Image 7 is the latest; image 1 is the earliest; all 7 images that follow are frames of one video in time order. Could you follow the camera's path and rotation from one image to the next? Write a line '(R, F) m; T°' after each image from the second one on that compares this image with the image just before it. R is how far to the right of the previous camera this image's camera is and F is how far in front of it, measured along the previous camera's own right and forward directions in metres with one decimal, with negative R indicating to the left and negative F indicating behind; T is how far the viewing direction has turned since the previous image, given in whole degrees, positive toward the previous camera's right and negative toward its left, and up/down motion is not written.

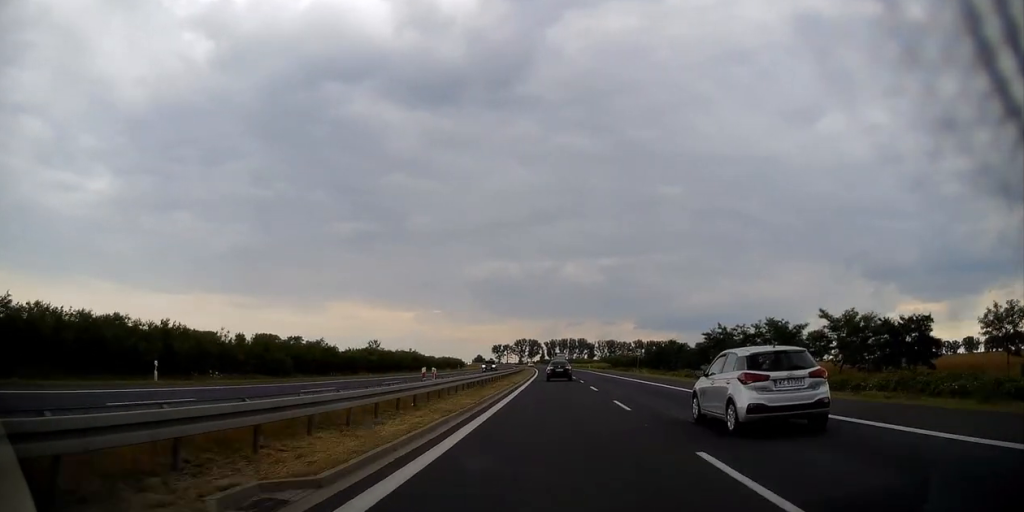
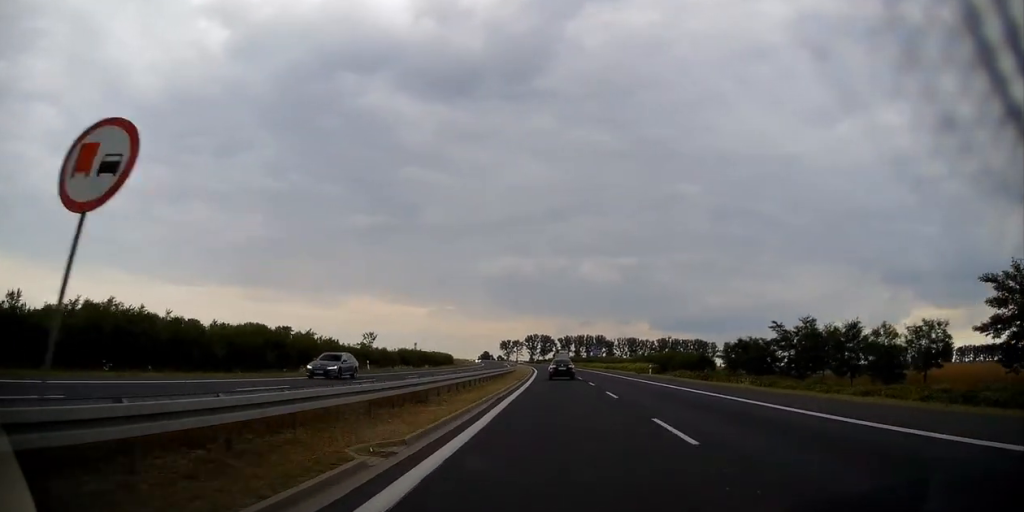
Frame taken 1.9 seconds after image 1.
(-0.4, +66.6) m; -1°
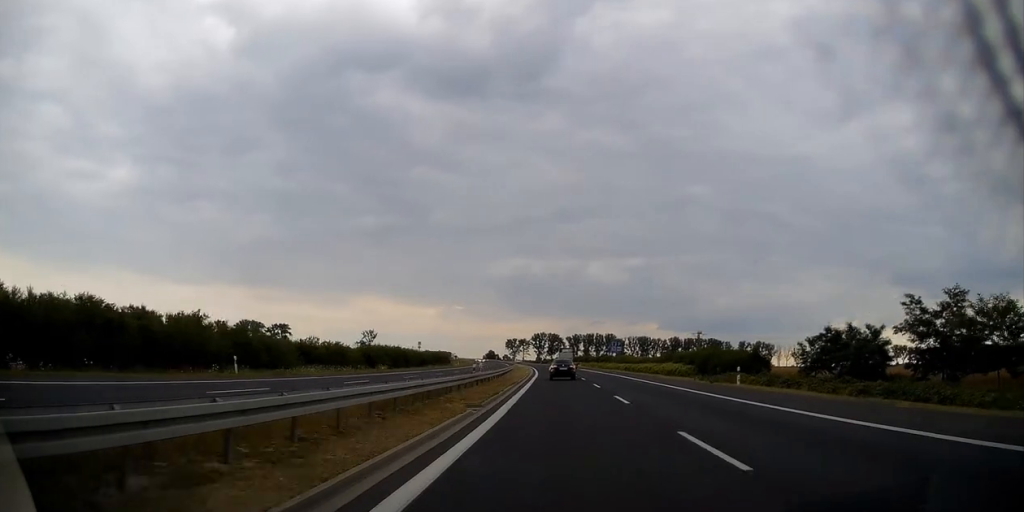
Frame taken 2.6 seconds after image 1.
(-0.1, +26.2) m; 0°
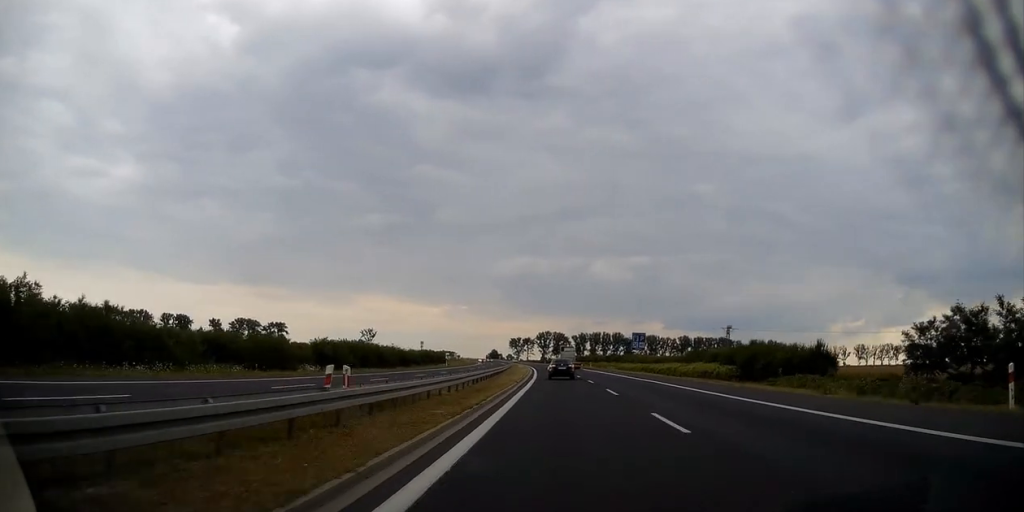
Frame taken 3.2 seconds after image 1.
(+0.2, +20.2) m; 0°
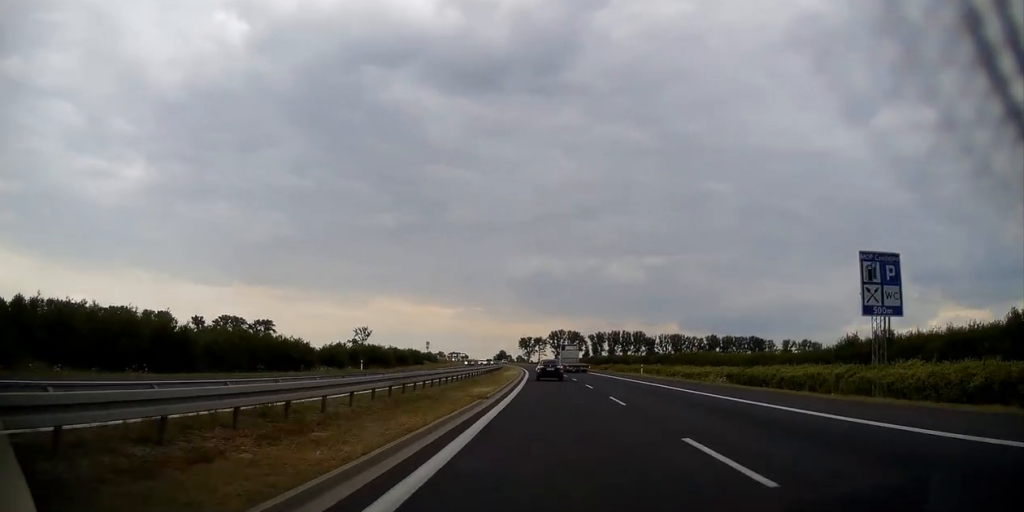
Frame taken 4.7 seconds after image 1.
(-1.2, +56.0) m; -2°
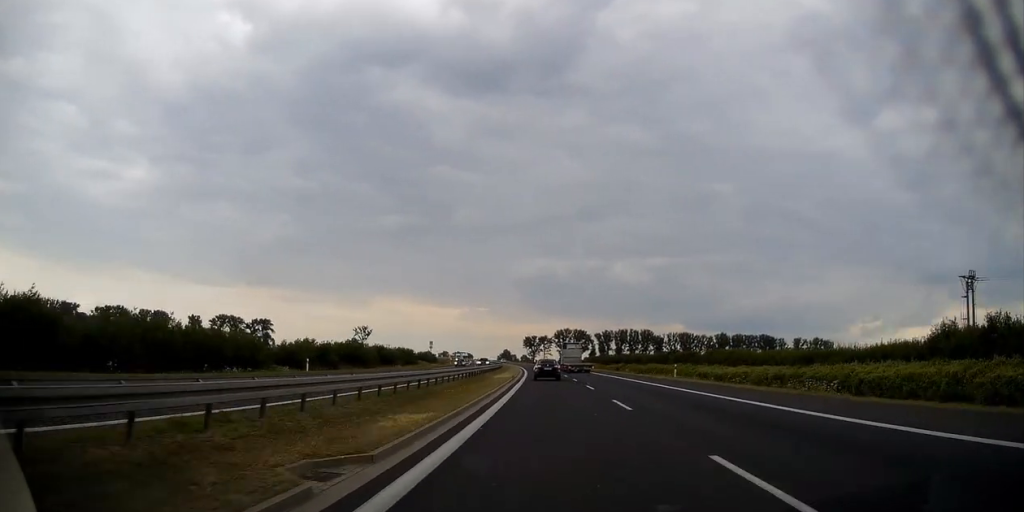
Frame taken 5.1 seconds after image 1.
(-0.1, +14.3) m; 0°
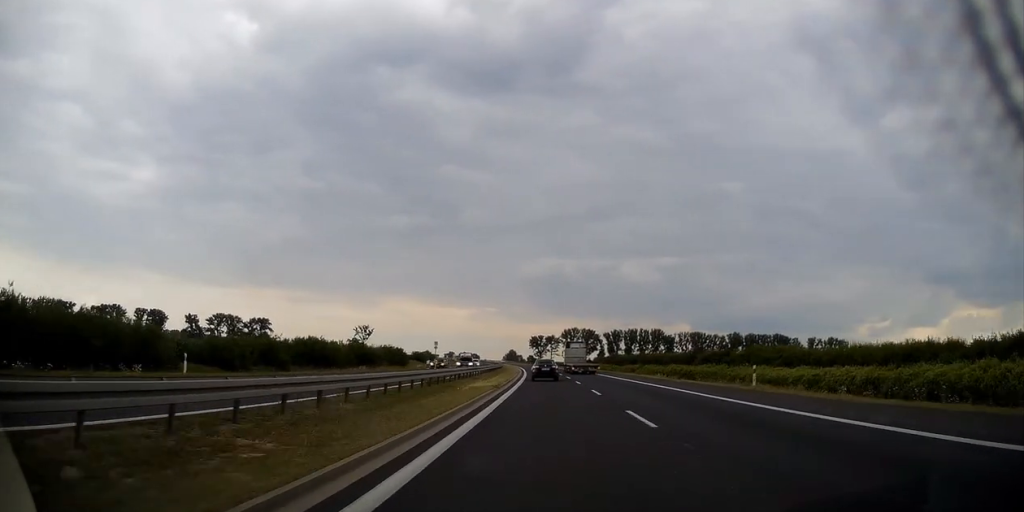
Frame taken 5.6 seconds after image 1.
(0.0, +16.7) m; 0°
